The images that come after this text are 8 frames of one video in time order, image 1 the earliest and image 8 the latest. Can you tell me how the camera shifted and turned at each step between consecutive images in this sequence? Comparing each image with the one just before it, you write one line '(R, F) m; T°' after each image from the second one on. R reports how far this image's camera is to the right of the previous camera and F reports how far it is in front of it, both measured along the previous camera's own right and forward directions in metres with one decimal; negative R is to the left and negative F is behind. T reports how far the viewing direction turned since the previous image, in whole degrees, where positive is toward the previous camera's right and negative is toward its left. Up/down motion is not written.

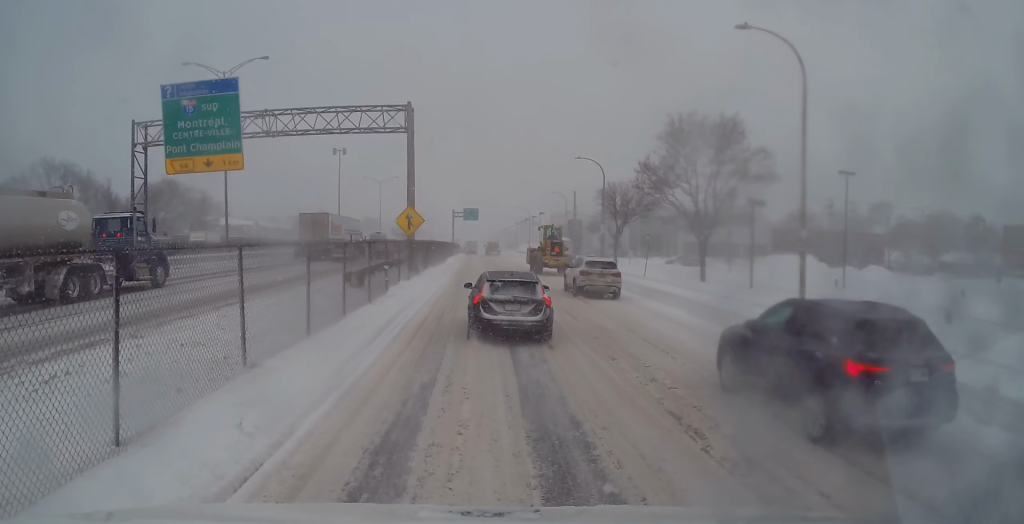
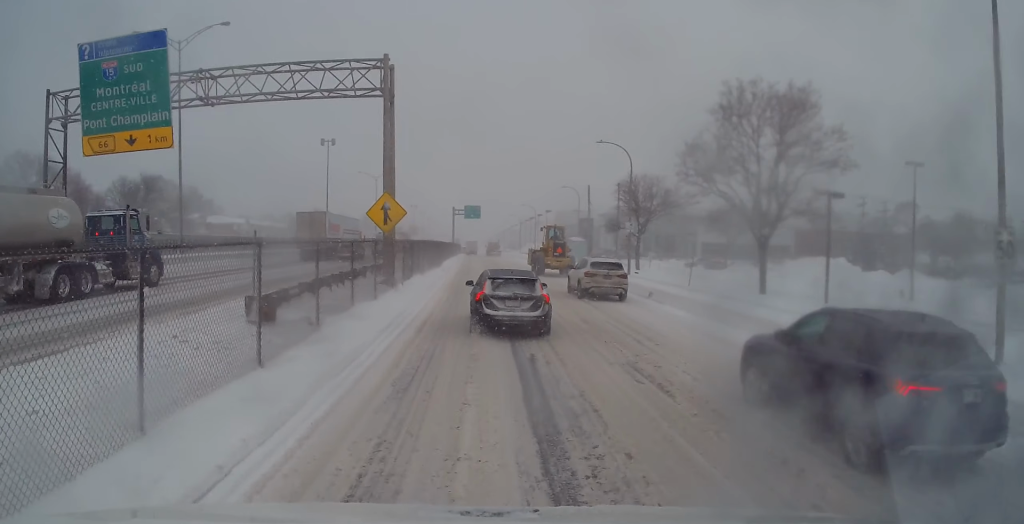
(0.0, +8.9) m; 0°
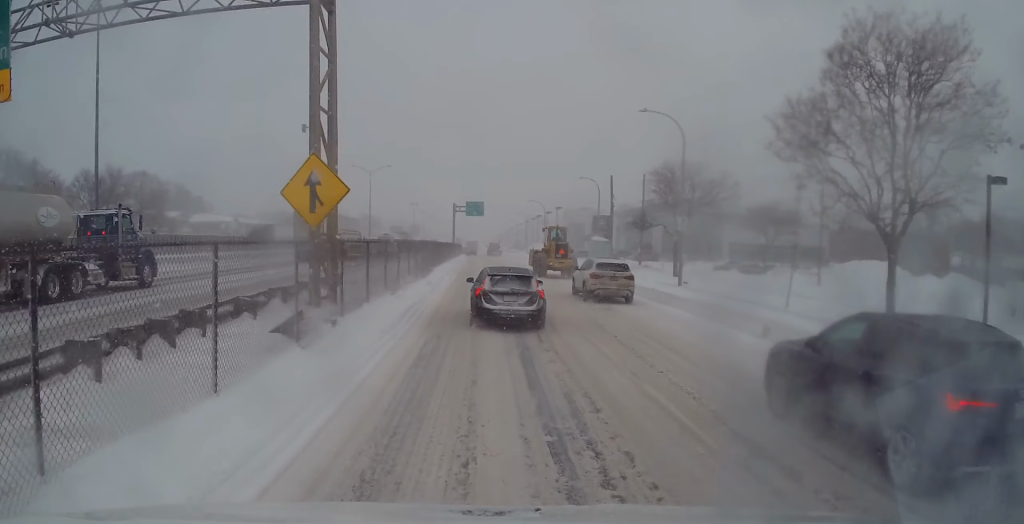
(-0.1, +11.0) m; +1°
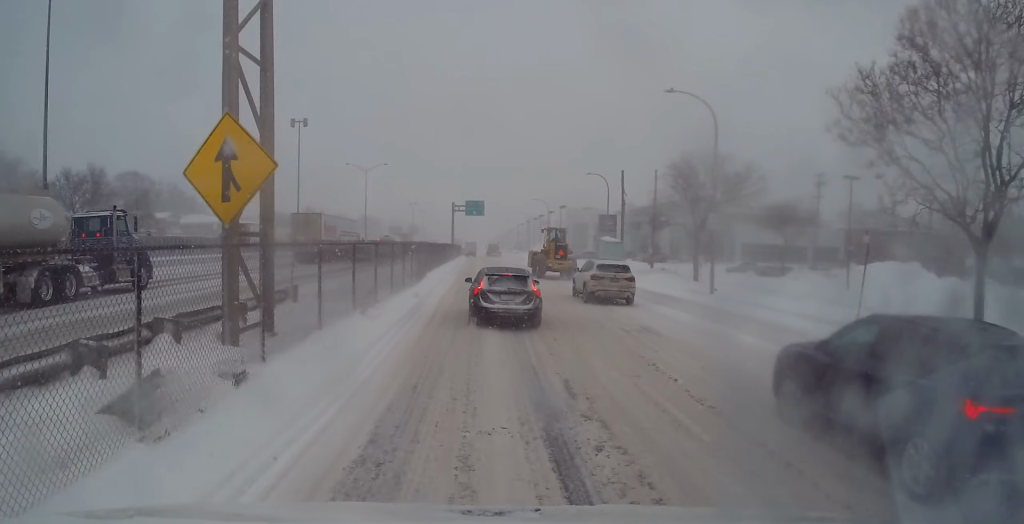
(+0.1, +4.7) m; 0°
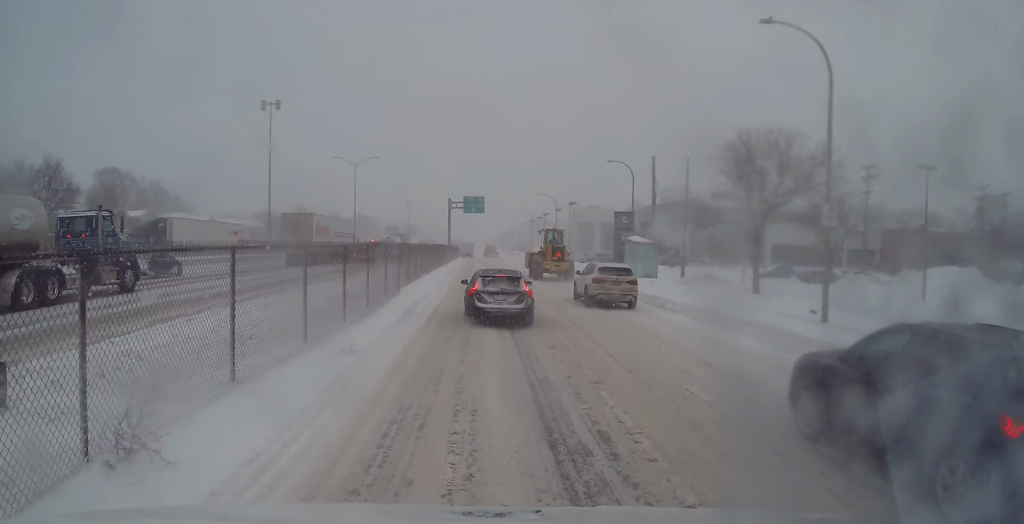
(+0.1, +10.1) m; -1°
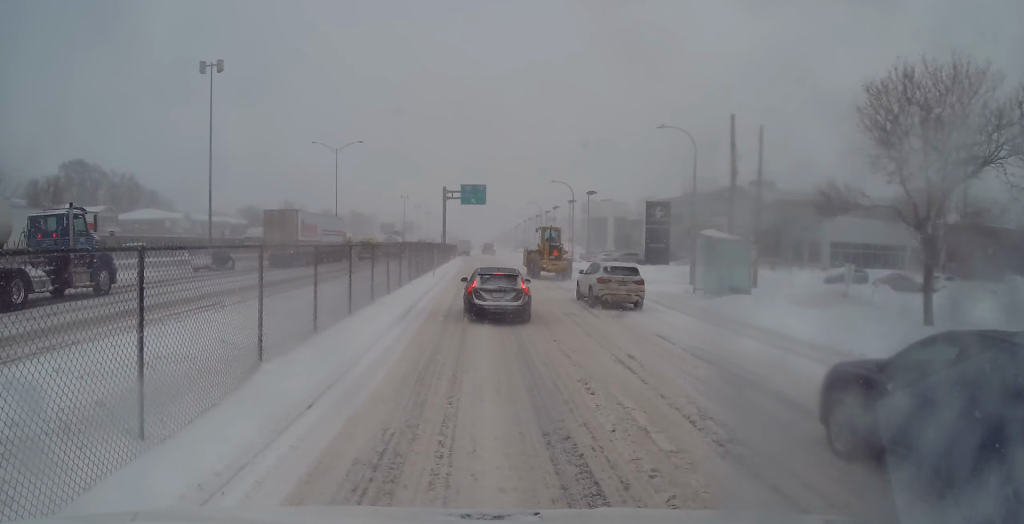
(-0.2, +14.4) m; -1°
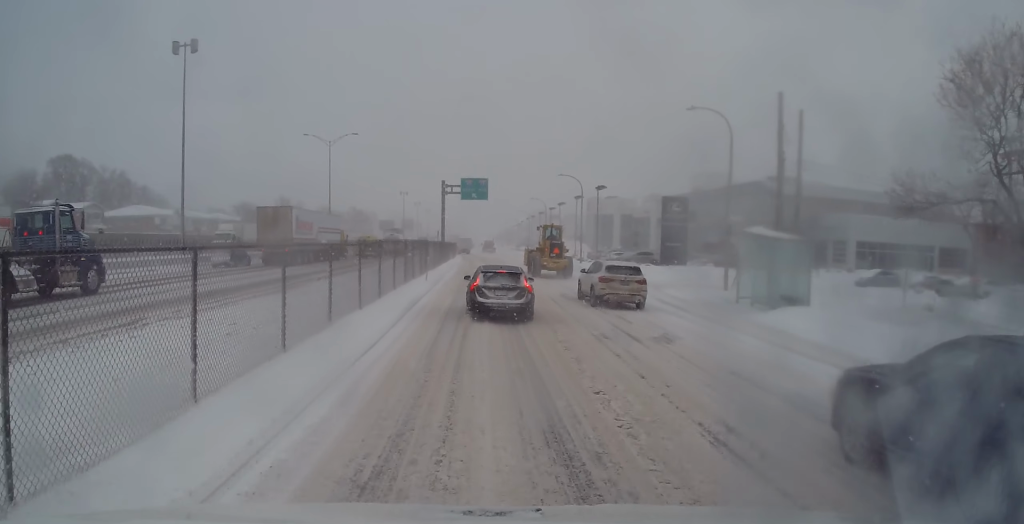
(0.0, +5.0) m; 0°
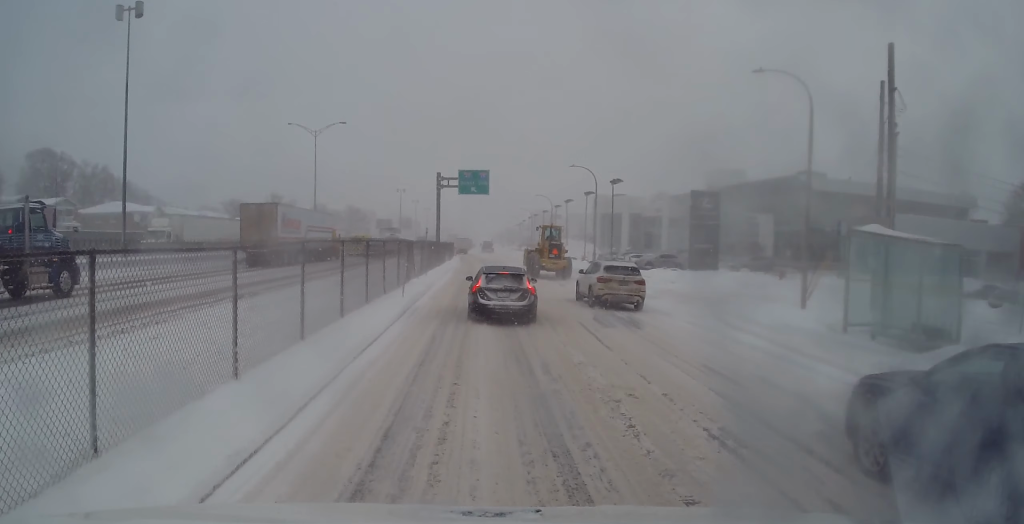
(0.0, +8.0) m; 0°
